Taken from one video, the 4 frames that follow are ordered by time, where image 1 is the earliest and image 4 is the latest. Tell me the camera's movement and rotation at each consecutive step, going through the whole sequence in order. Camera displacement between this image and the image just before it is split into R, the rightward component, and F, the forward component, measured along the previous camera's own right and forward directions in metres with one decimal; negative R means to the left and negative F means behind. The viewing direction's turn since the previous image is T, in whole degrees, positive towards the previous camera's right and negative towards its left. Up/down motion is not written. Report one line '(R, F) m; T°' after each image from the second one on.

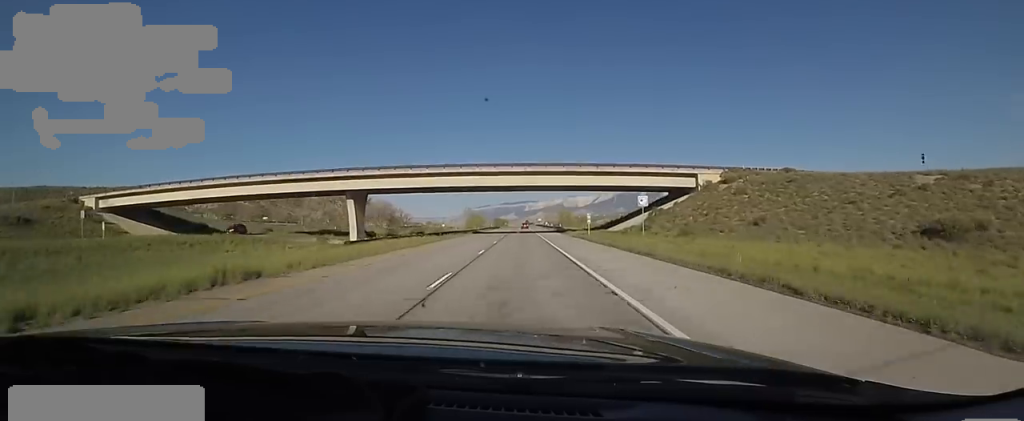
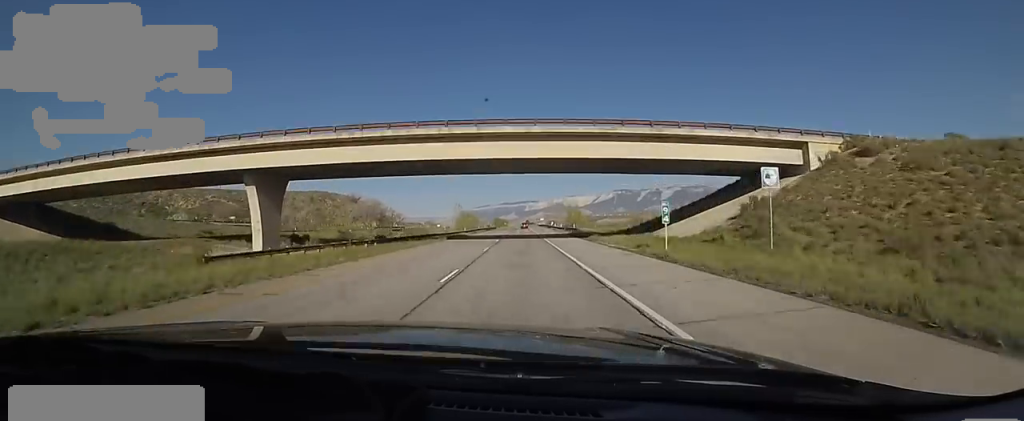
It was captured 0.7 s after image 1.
(-0.6, +22.3) m; -2°
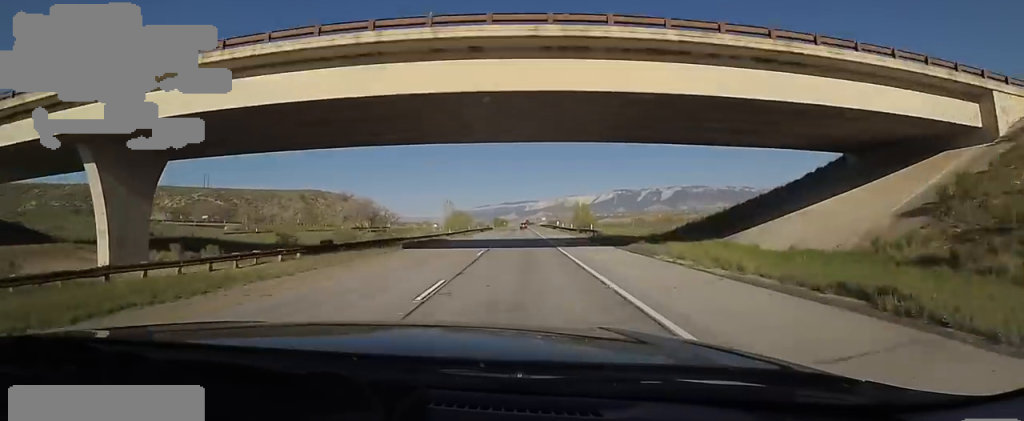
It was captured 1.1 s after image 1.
(0.0, +15.5) m; 0°
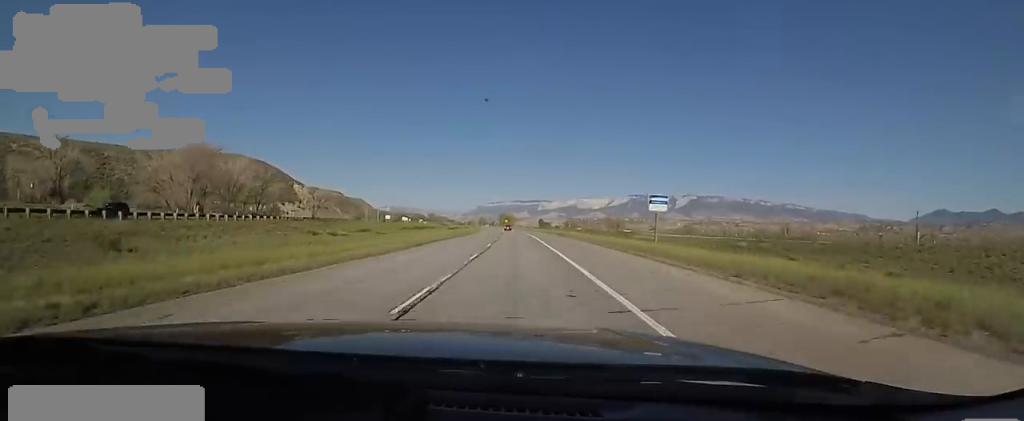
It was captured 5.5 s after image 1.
(0.0, +146.6) m; 0°
